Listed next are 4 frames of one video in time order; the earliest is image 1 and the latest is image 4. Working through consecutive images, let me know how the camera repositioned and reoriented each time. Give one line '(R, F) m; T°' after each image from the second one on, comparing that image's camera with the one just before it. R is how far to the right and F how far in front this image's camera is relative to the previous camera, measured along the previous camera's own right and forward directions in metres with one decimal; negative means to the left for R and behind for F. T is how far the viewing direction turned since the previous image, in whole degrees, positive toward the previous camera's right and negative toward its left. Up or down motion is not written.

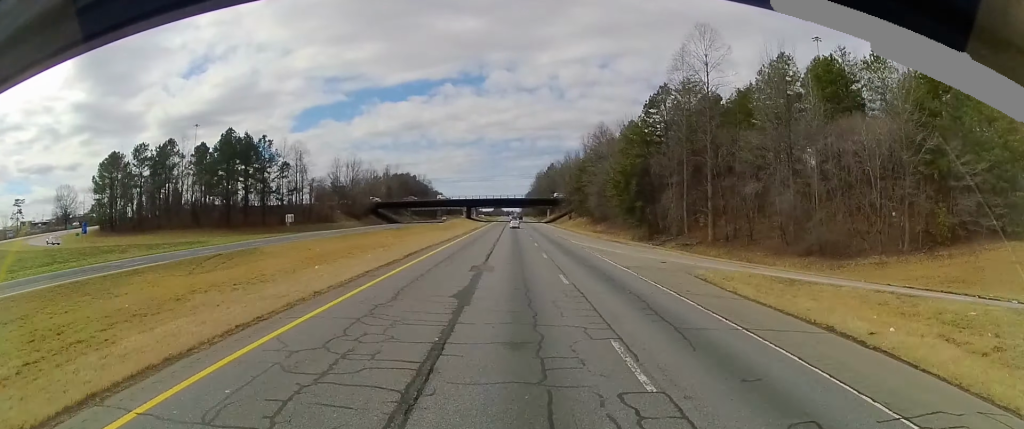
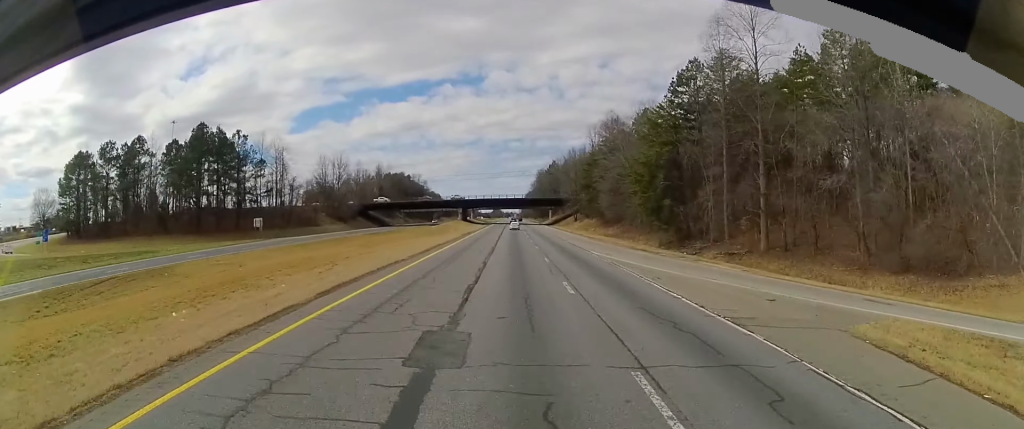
(0.0, +14.4) m; 0°
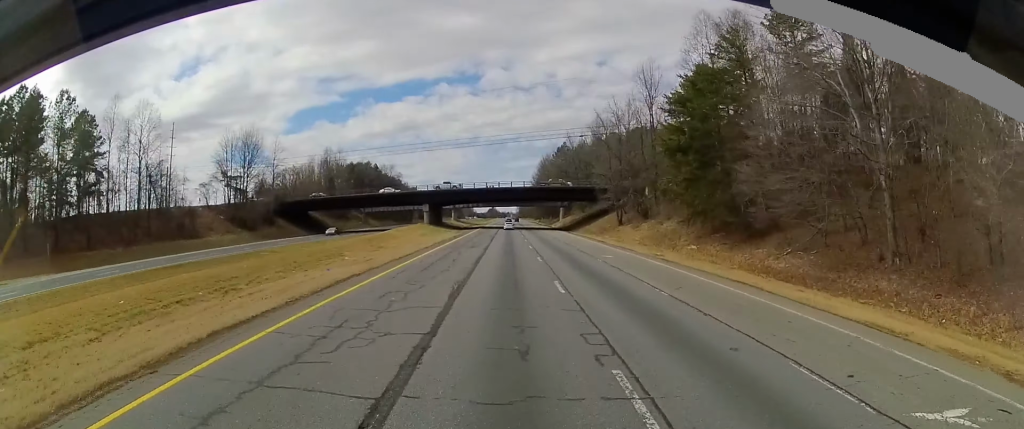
(0.0, +60.8) m; 0°
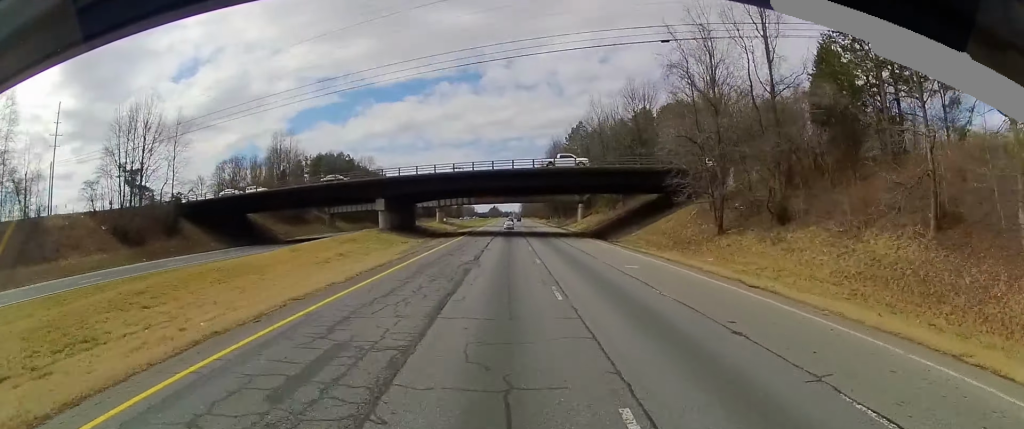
(-0.1, +38.1) m; 0°
